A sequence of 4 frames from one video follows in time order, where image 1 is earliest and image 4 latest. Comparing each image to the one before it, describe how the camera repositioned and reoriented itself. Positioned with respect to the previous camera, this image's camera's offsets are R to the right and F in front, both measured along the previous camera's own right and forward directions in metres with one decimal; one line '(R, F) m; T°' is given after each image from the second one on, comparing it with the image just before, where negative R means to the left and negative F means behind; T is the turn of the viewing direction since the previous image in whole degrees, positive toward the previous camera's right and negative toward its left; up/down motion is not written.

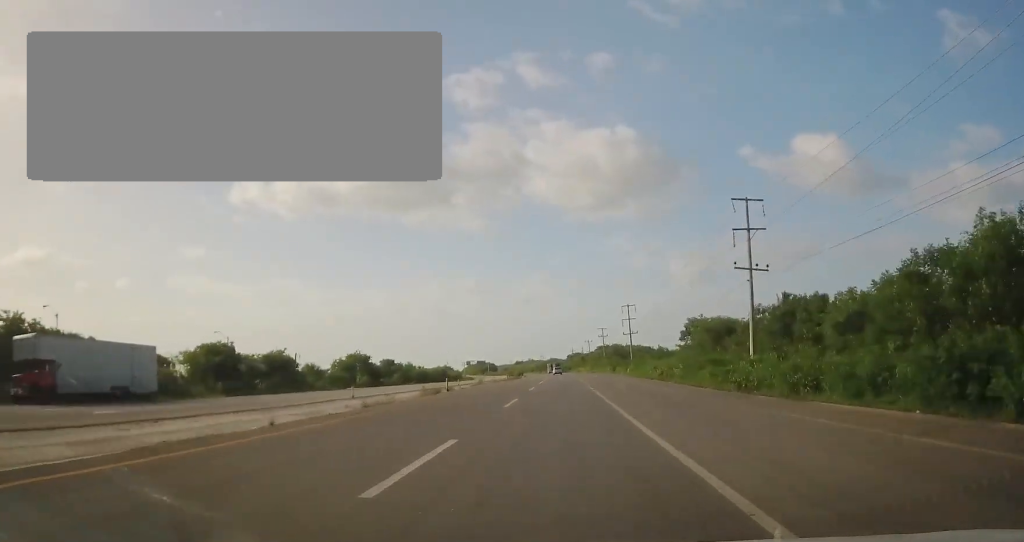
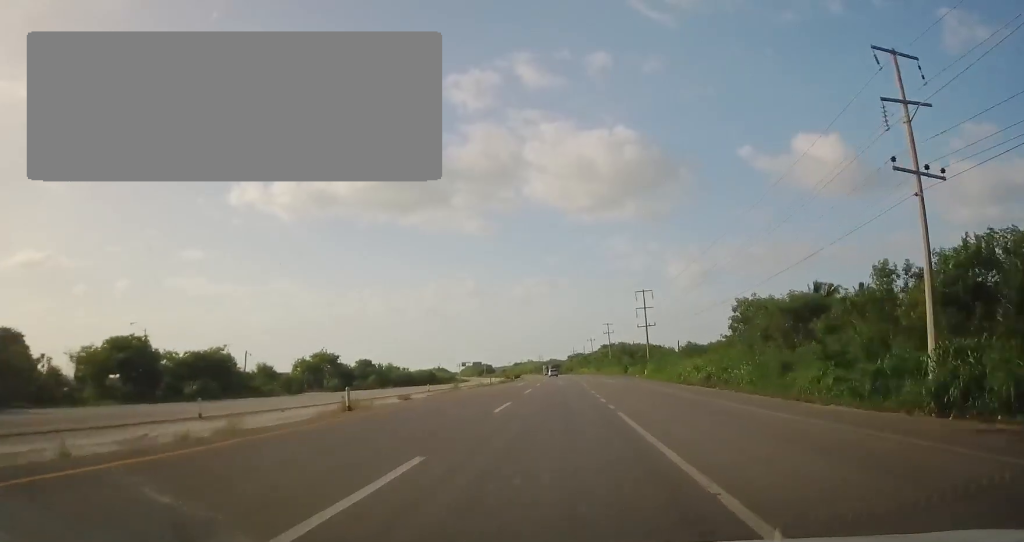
(+0.1, +17.0) m; 0°
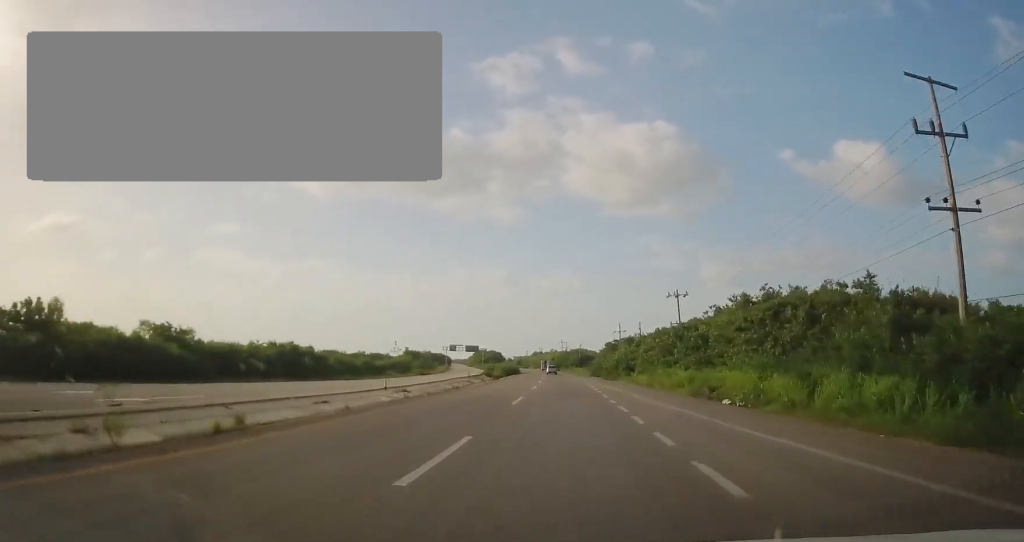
(-2.7, +101.1) m; -3°
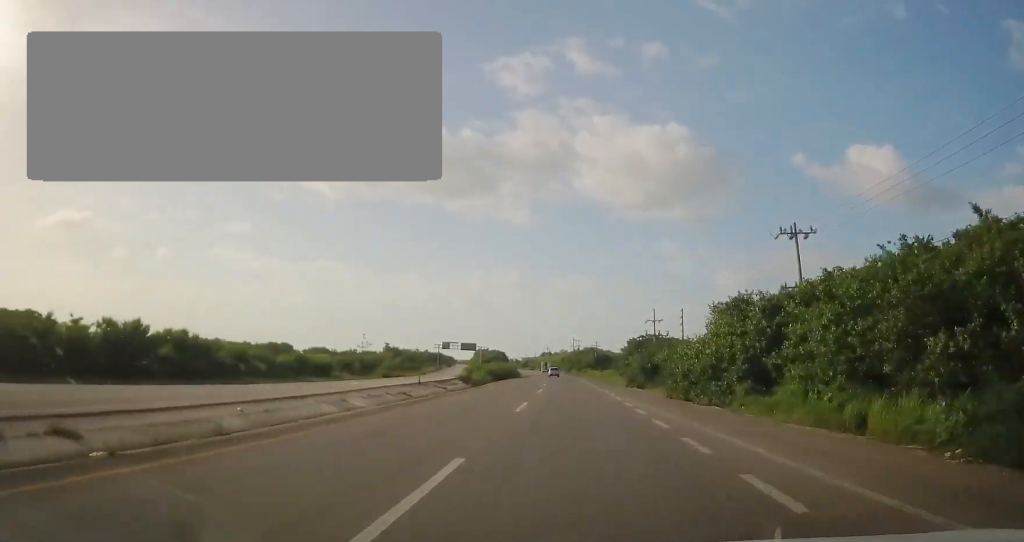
(-1.1, +32.1) m; -3°
